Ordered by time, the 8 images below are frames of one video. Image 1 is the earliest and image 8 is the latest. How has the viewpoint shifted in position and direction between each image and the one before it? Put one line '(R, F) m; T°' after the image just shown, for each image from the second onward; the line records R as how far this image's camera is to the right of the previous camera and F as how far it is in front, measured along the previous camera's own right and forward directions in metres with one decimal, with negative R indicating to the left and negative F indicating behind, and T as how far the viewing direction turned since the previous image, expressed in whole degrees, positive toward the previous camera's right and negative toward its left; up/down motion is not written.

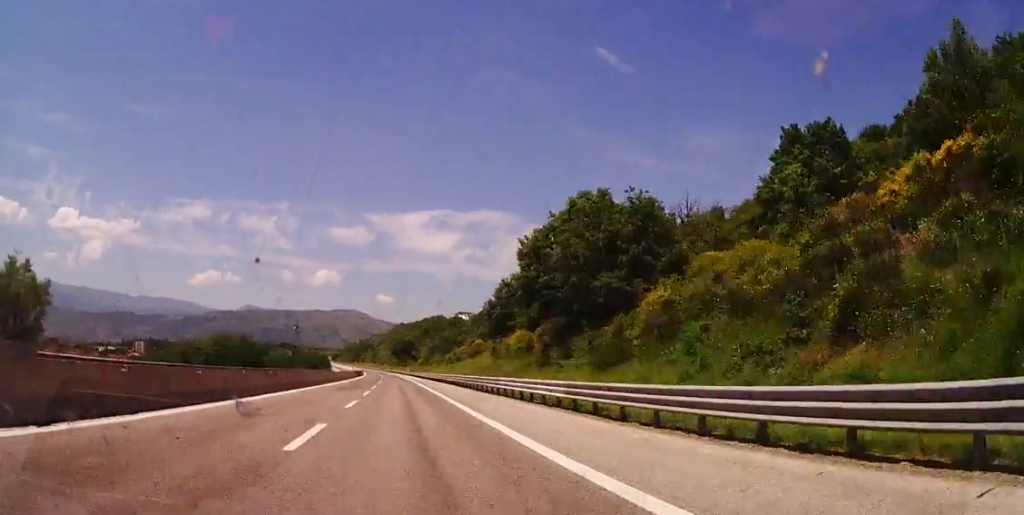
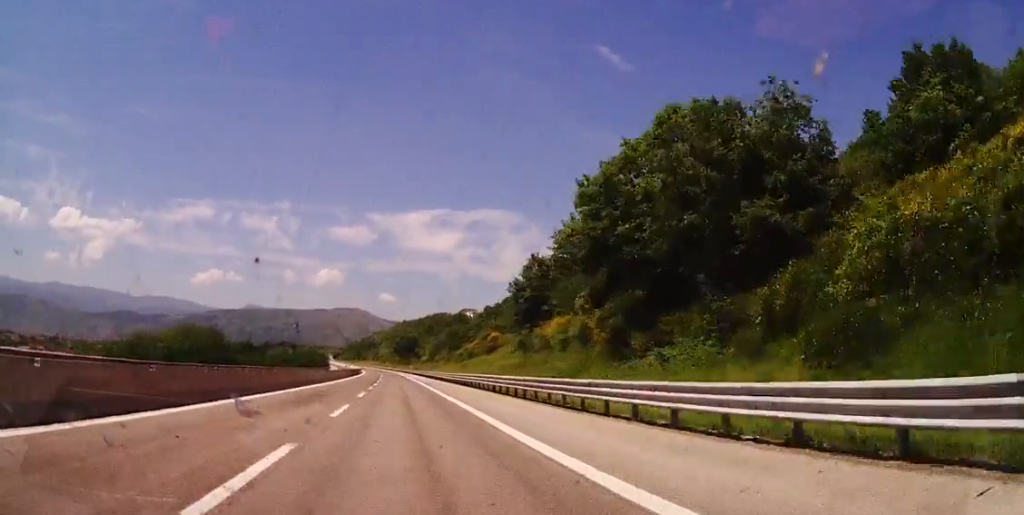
(0.0, +16.2) m; 0°
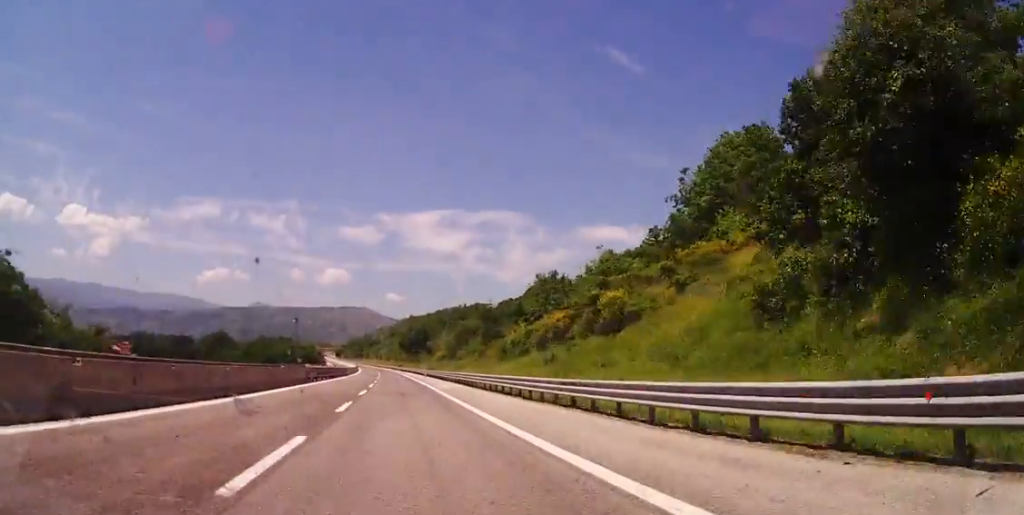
(0.0, +46.5) m; 0°
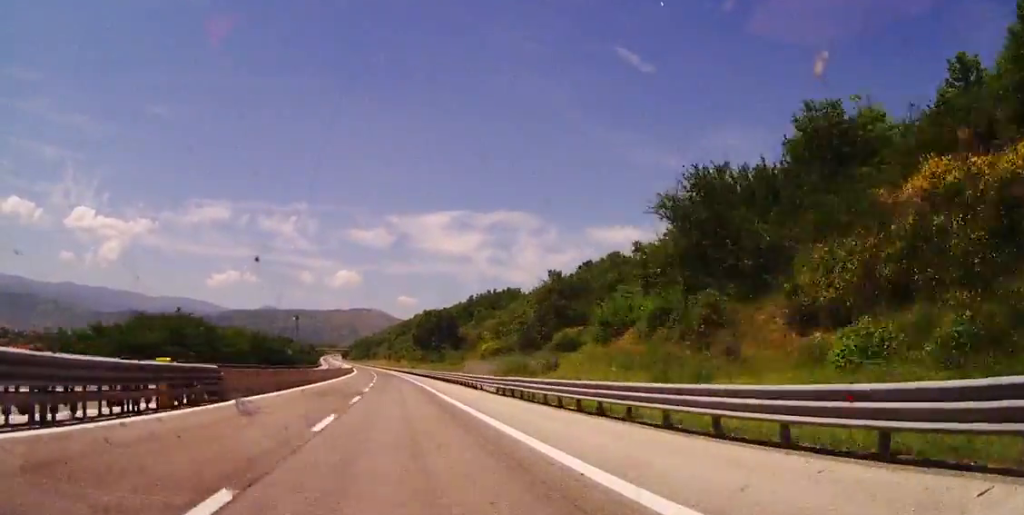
(-1.0, +73.3) m; -2°
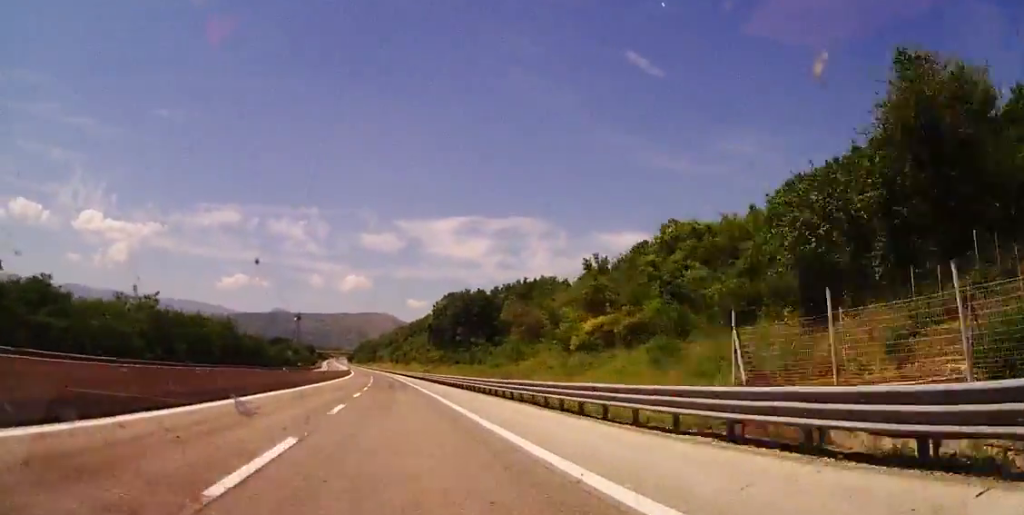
(-0.1, +40.8) m; 0°
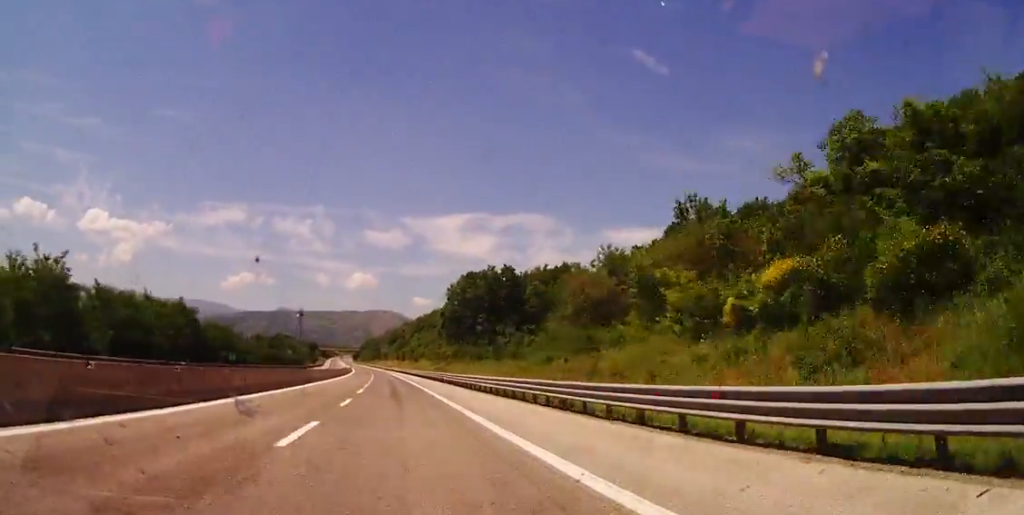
(+0.1, +19.5) m; 0°
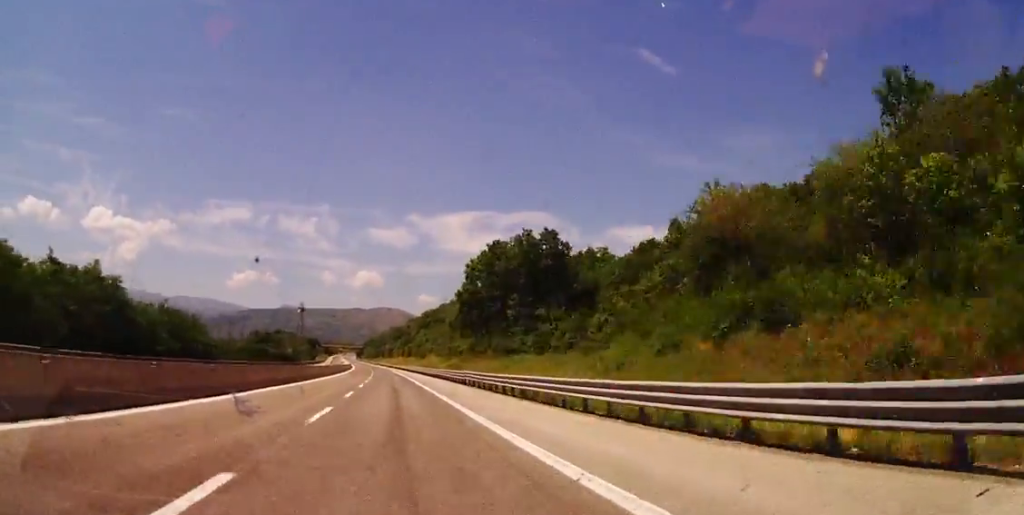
(0.0, +19.7) m; 0°
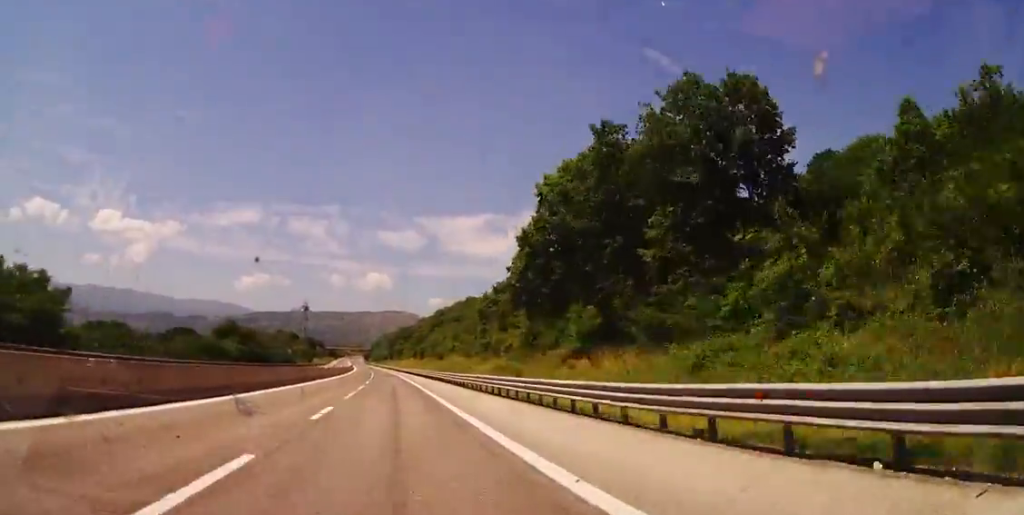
(-0.1, +33.9) m; -1°
